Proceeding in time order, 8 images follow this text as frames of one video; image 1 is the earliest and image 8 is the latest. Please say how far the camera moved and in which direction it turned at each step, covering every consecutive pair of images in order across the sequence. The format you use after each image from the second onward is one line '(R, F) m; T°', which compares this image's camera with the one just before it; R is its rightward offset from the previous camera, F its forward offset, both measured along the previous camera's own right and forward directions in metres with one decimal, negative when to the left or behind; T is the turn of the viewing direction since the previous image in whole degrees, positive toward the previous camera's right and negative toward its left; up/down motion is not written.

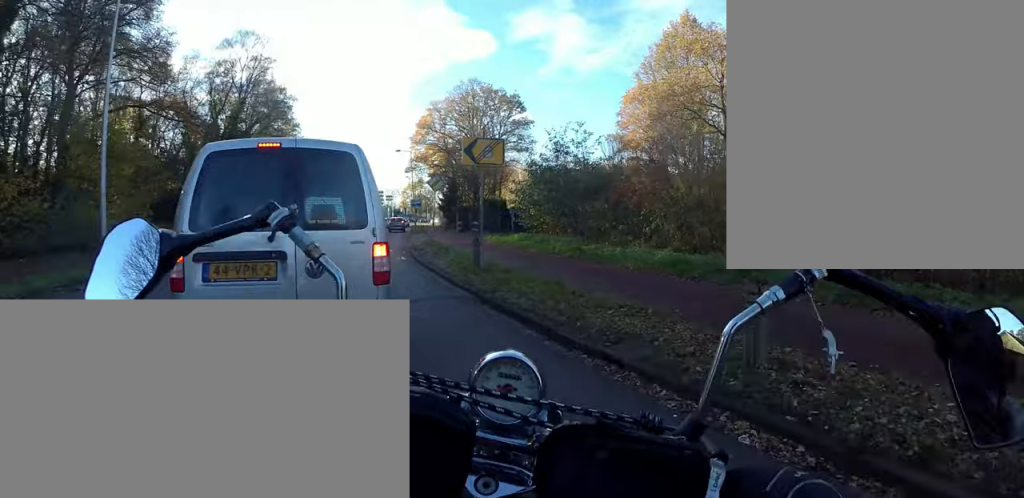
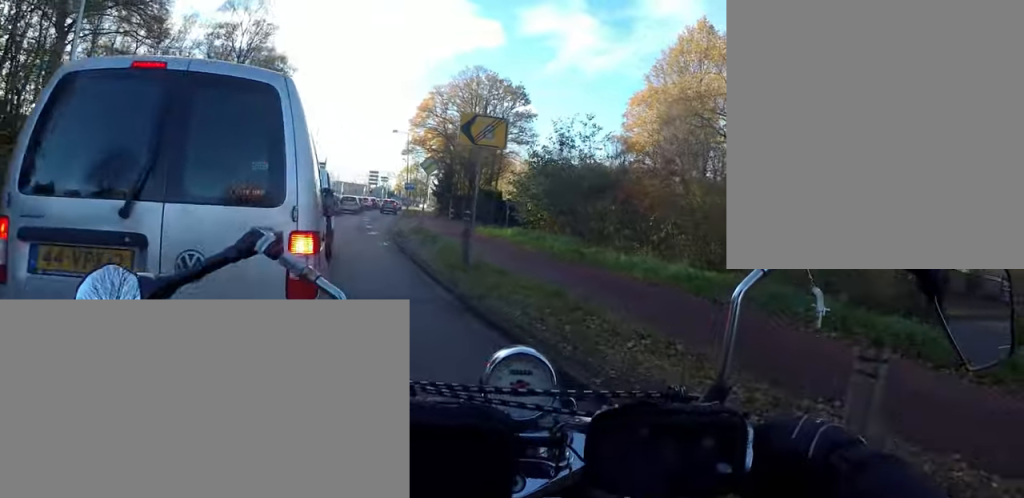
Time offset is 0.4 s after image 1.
(0.0, +1.5) m; -4°
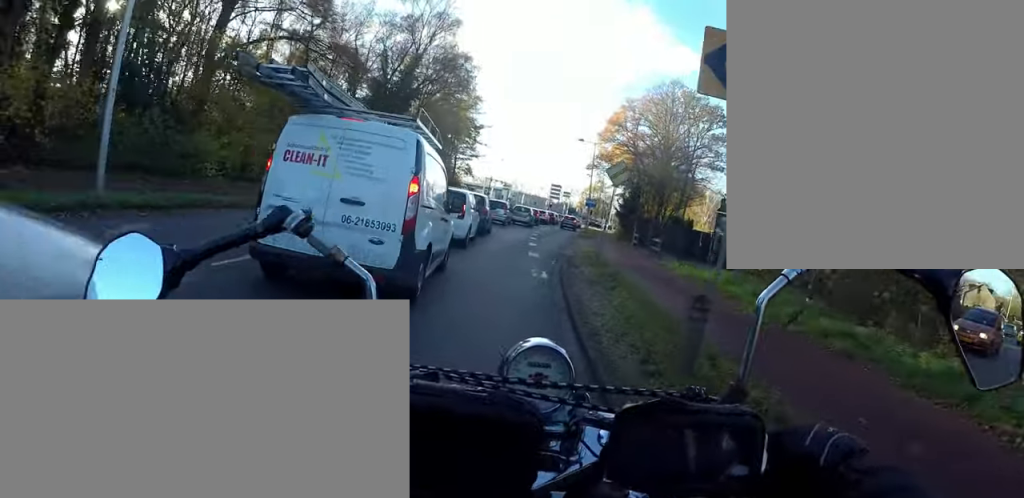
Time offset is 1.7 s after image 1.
(-0.9, +4.6) m; -13°
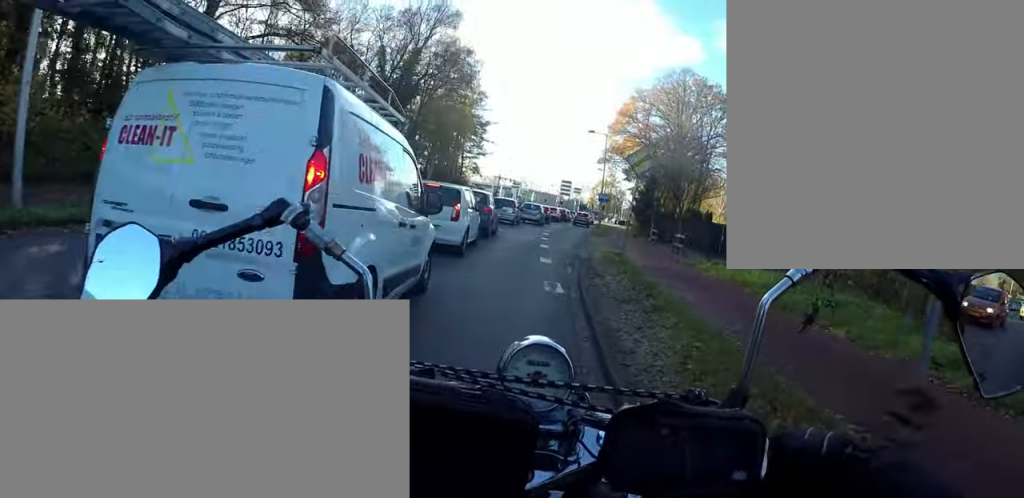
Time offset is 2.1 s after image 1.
(-0.5, +1.9) m; +3°
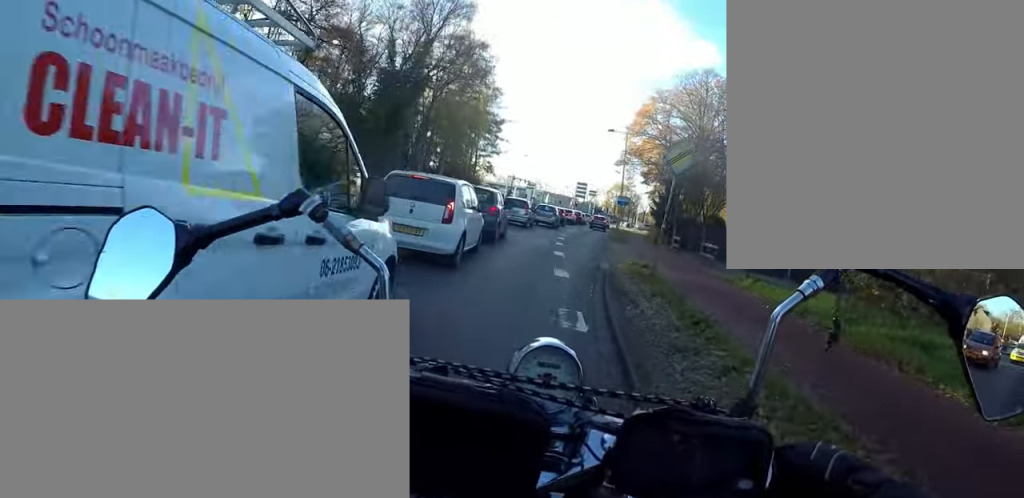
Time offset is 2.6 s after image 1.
(+0.2, +2.0) m; +6°
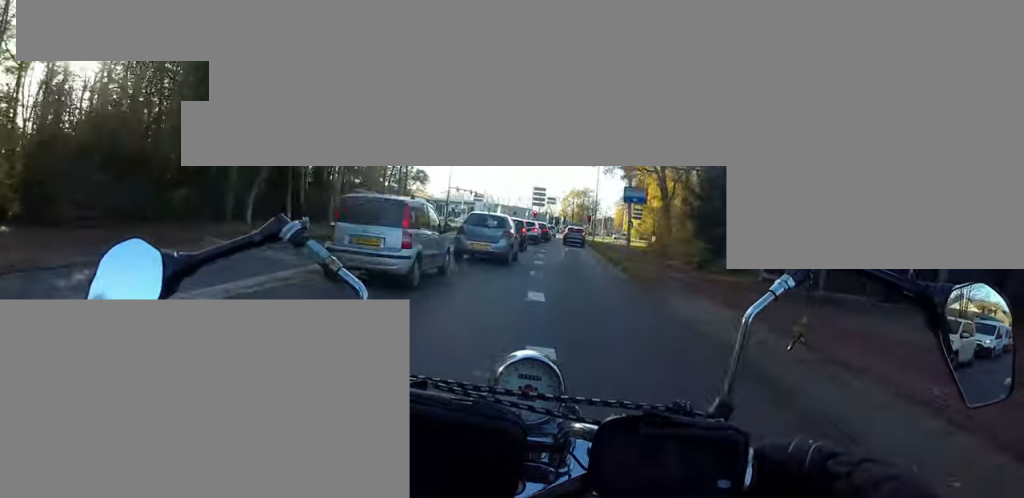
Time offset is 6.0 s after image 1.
(+0.3, +16.9) m; +6°
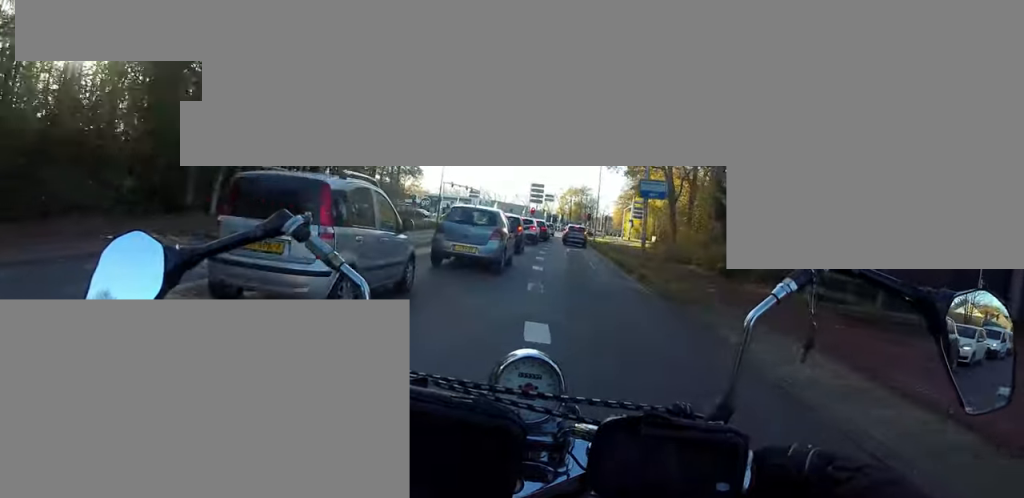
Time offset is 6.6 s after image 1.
(+0.3, +2.8) m; +6°
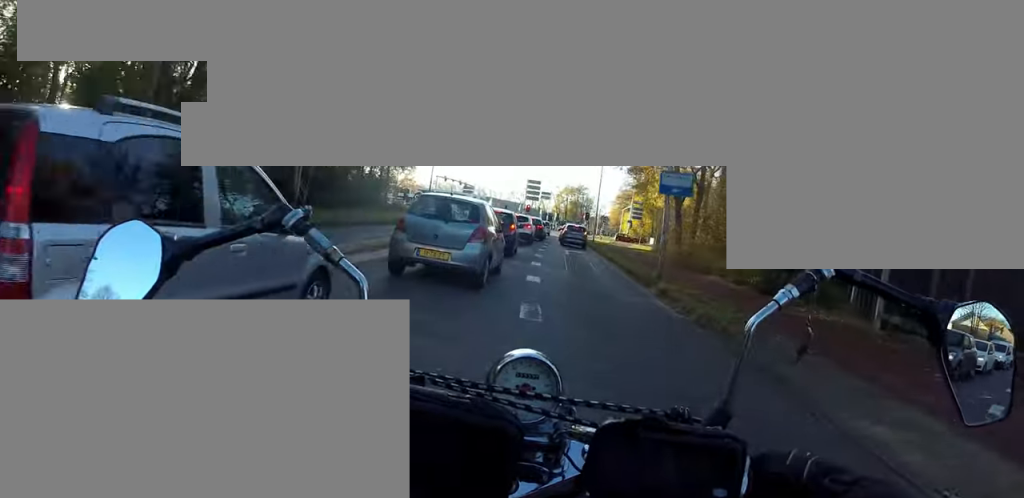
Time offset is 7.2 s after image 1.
(0.0, +2.9) m; 0°
